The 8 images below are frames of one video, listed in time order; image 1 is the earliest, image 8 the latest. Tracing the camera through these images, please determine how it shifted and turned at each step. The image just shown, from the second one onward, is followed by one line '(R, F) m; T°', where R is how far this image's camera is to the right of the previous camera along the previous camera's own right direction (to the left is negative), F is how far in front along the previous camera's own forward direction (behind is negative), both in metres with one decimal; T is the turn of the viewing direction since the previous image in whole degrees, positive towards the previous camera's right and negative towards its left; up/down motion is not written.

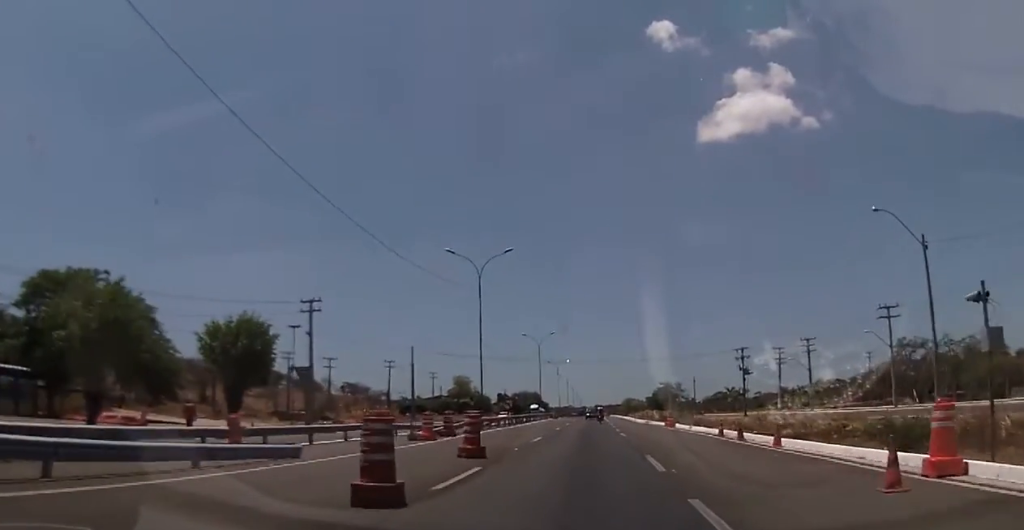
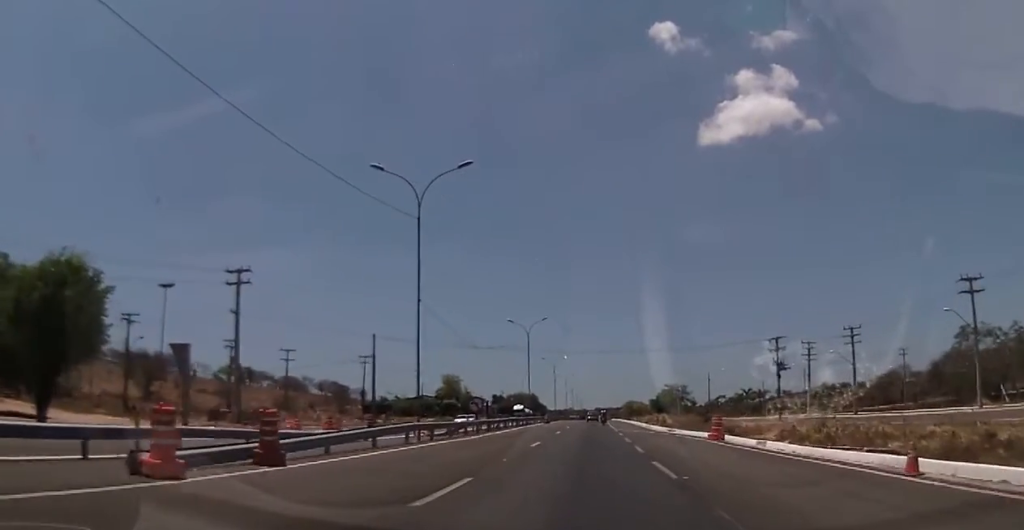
(-0.2, +19.4) m; -1°
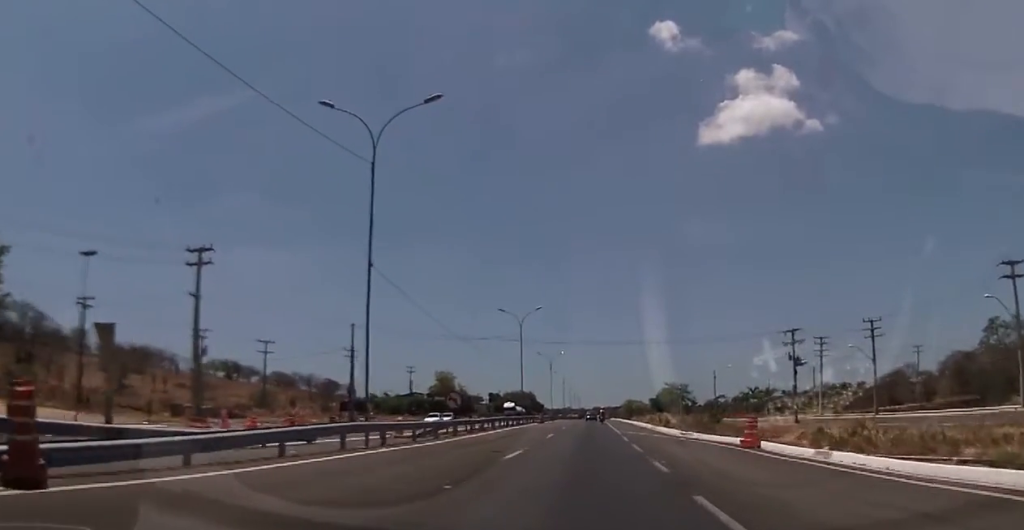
(+0.2, +6.7) m; 0°
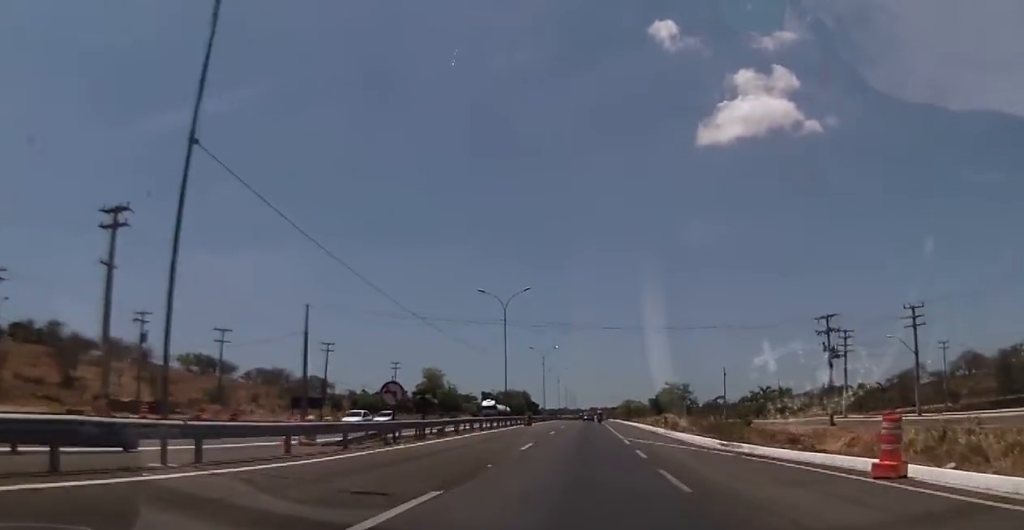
(-0.3, +11.1) m; +1°
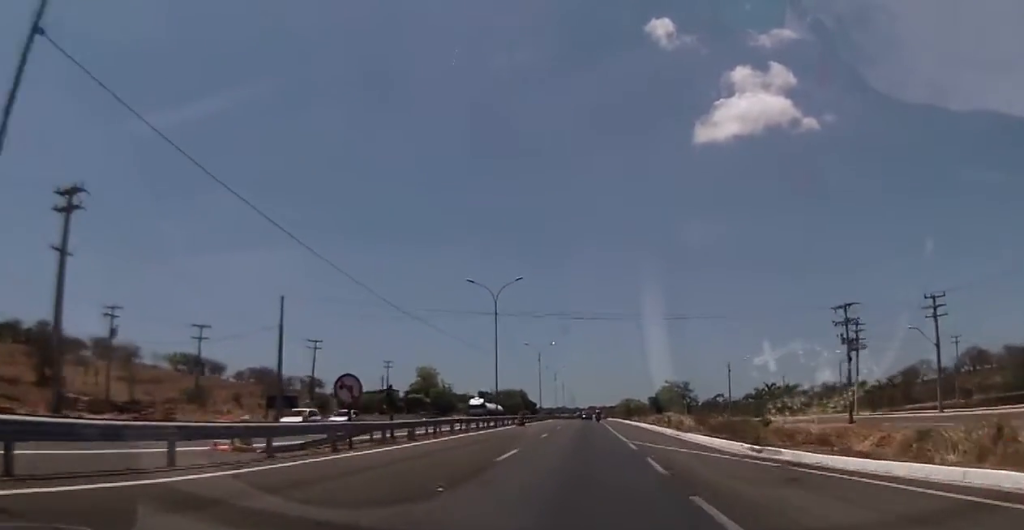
(+0.2, +4.7) m; 0°
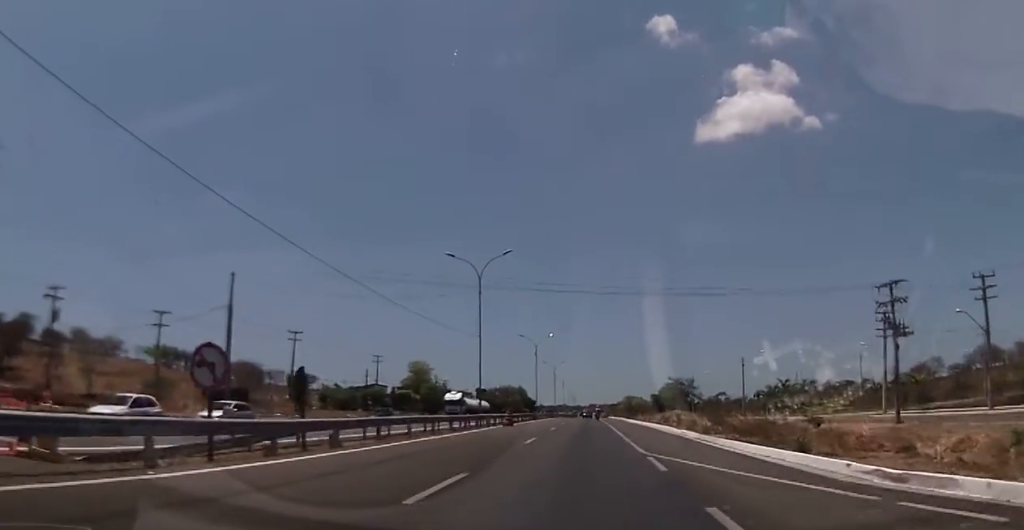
(+0.2, +8.4) m; 0°
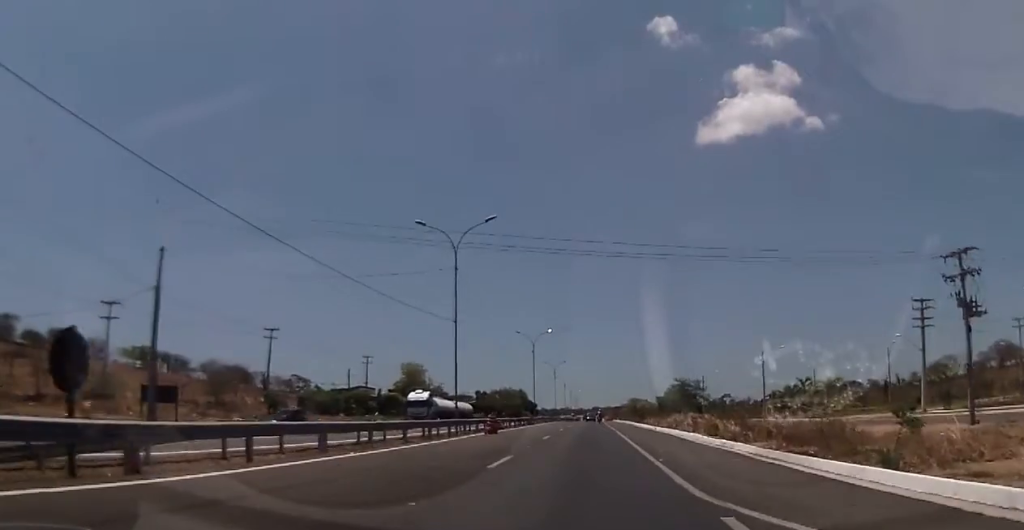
(-0.3, +9.0) m; 0°
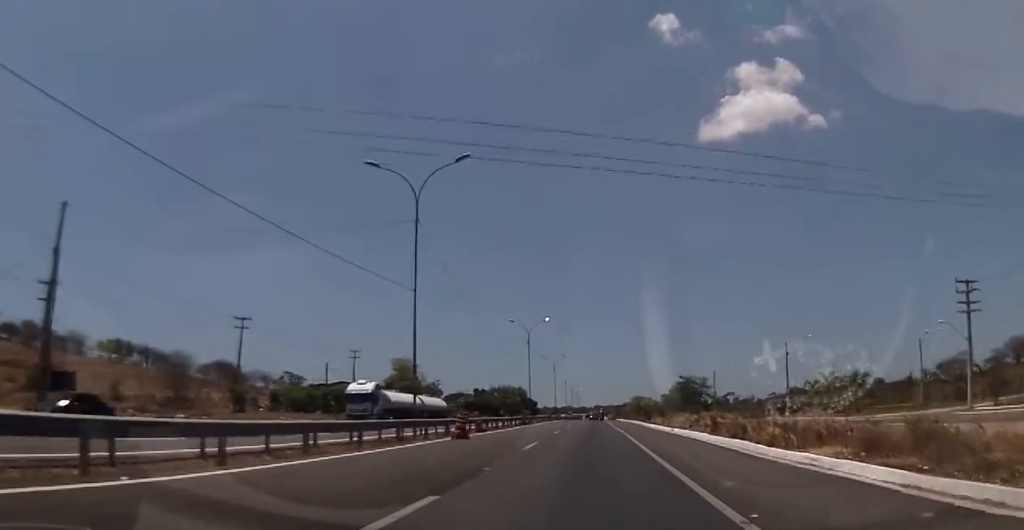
(+0.4, +9.0) m; 0°
